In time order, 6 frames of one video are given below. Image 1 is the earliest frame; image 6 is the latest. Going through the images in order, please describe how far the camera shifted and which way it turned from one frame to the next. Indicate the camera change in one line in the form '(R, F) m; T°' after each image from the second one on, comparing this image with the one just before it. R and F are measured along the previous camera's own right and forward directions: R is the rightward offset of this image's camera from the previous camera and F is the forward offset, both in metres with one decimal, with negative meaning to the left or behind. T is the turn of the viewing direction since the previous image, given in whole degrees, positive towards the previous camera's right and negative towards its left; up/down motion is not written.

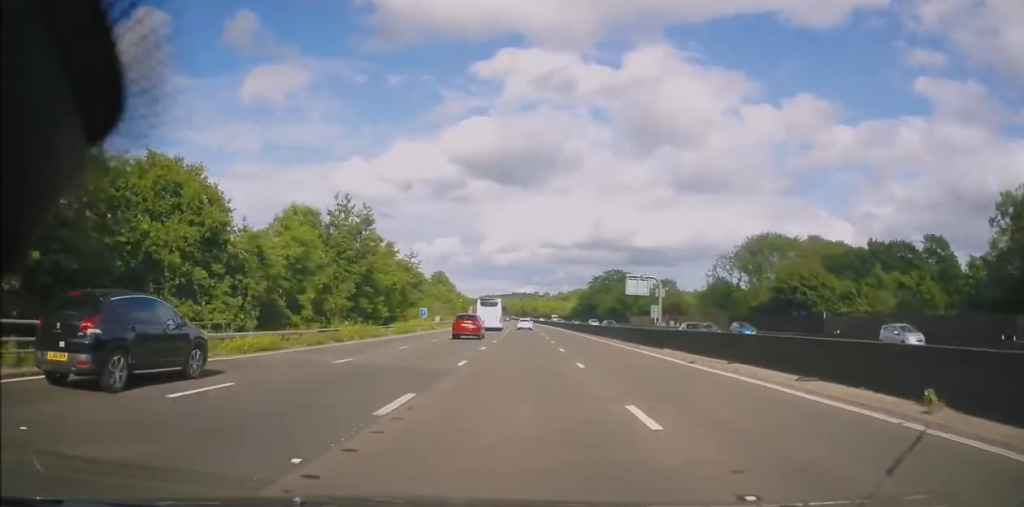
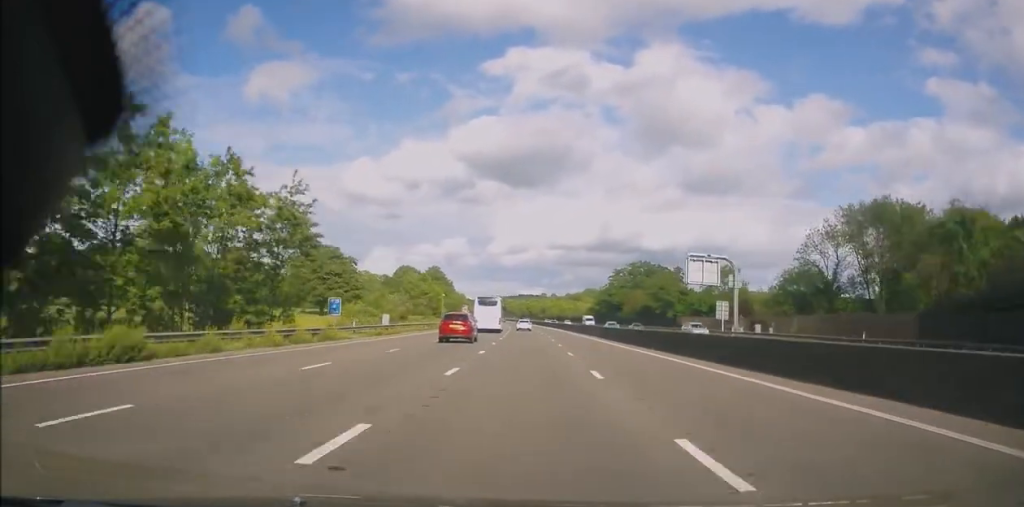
(-0.4, +38.9) m; -1°
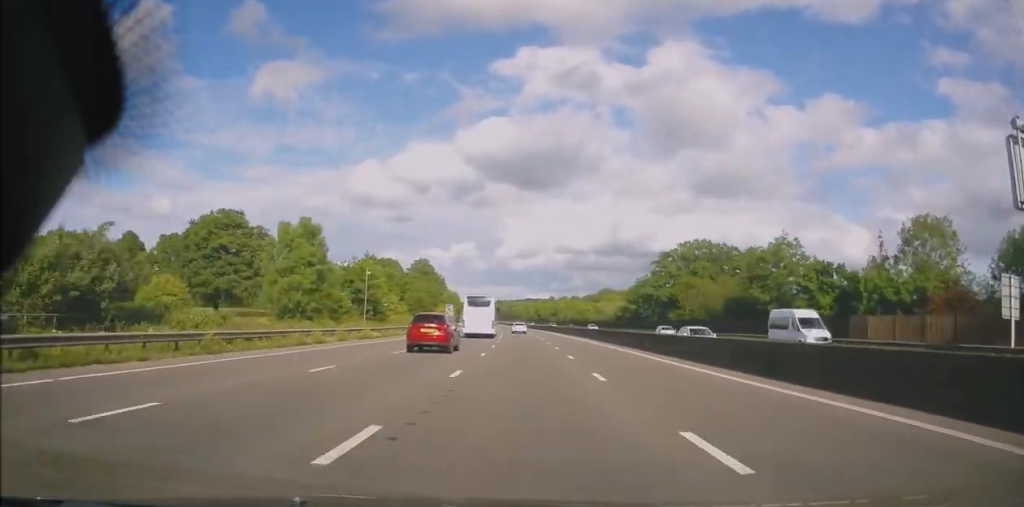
(0.0, +53.4) m; -1°
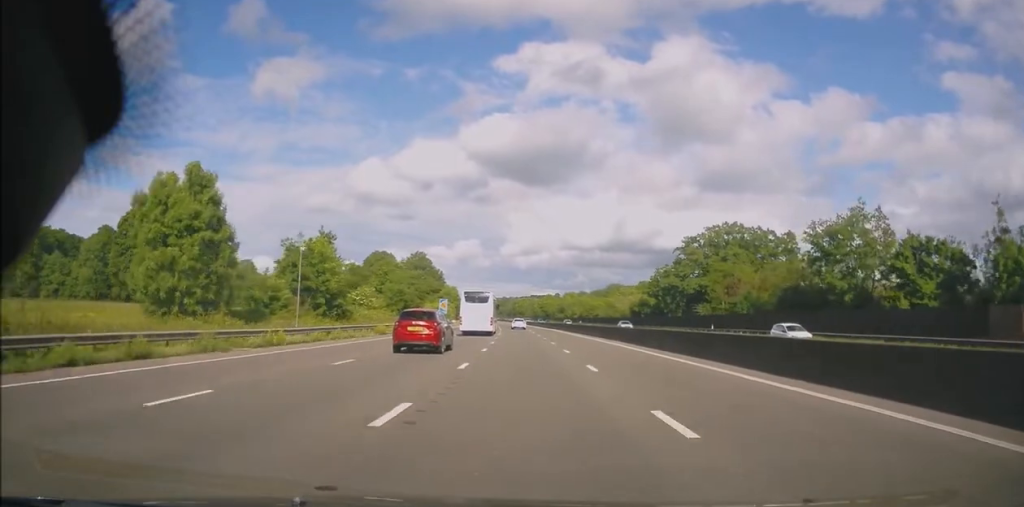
(+0.1, +16.4) m; 0°
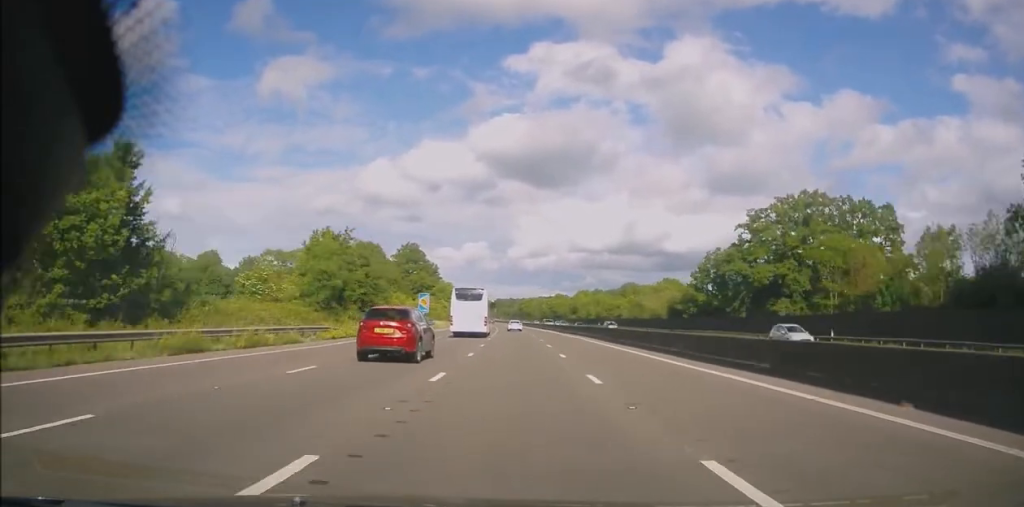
(-0.5, +29.6) m; -1°
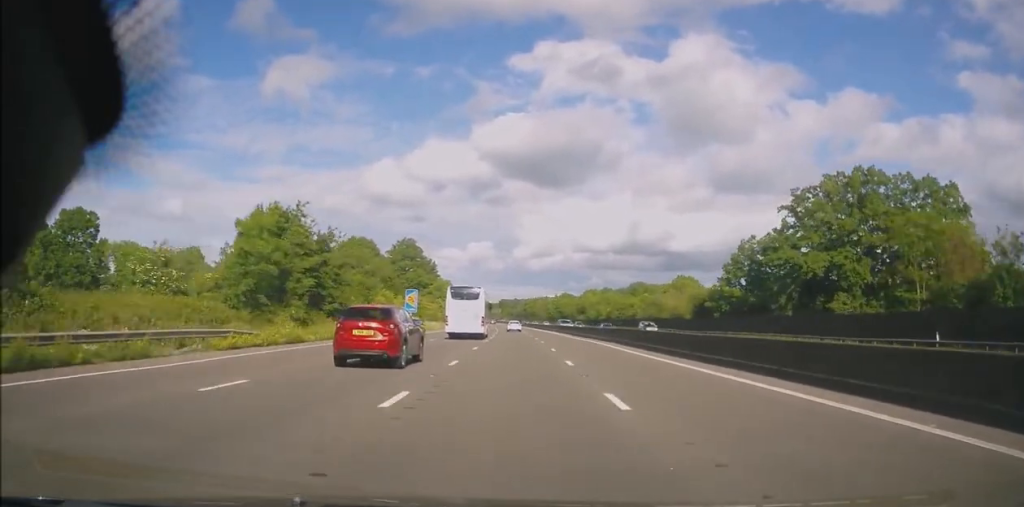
(0.0, +13.2) m; 0°
